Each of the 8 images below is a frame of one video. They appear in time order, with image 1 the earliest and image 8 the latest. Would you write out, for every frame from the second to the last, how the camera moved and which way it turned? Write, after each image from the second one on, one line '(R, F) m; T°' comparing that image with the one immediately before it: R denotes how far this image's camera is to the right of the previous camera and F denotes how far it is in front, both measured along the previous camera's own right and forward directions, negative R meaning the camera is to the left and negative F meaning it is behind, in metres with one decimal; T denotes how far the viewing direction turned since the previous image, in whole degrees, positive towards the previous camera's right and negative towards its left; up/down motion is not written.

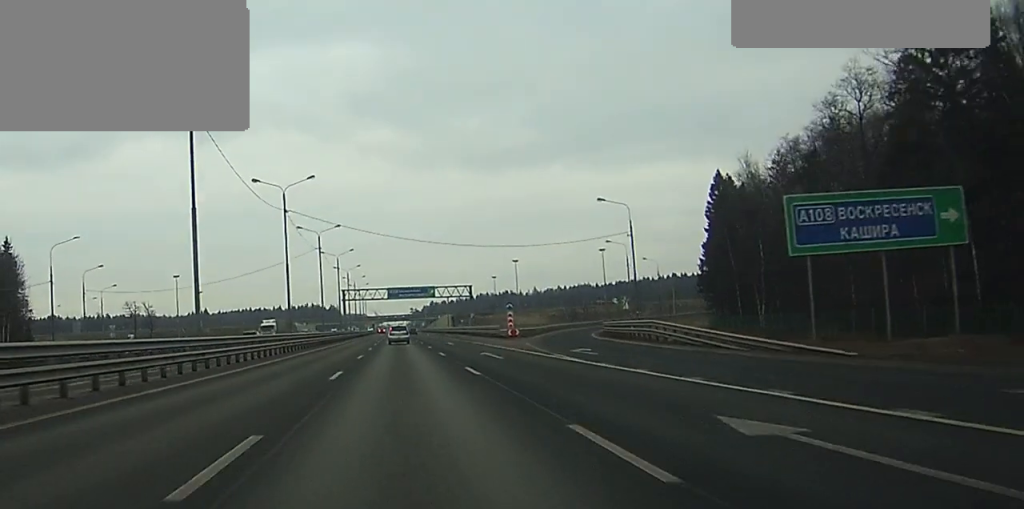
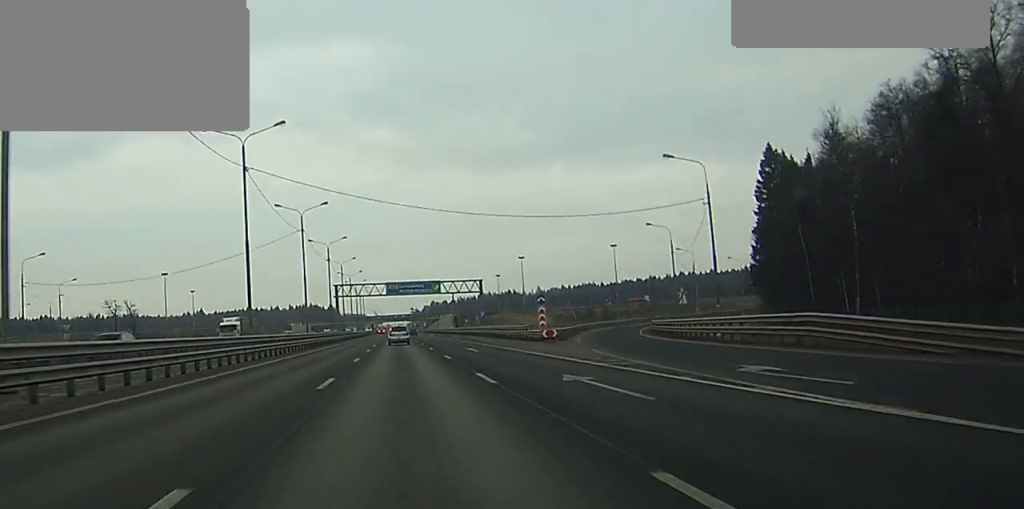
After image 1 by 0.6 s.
(0.0, +19.7) m; 0°
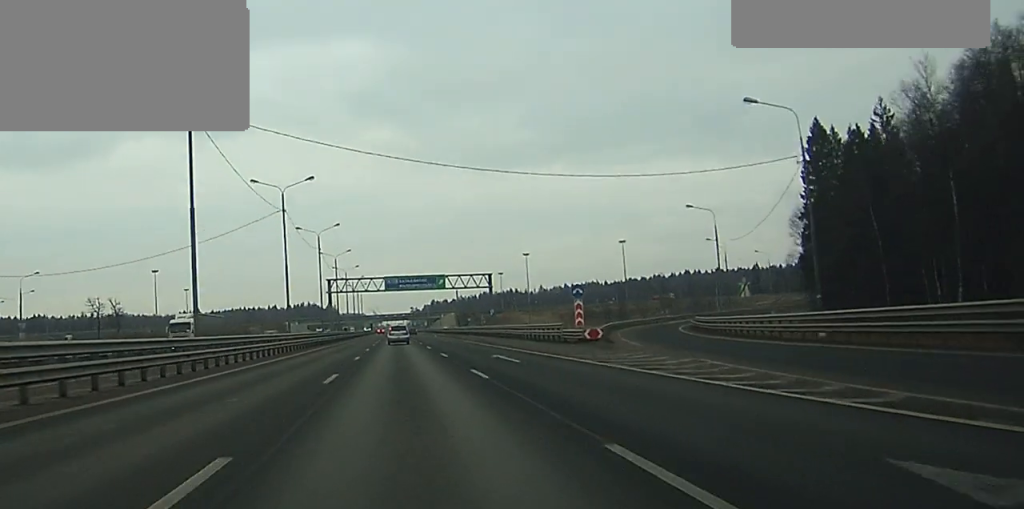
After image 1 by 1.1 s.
(0.0, +14.5) m; 0°
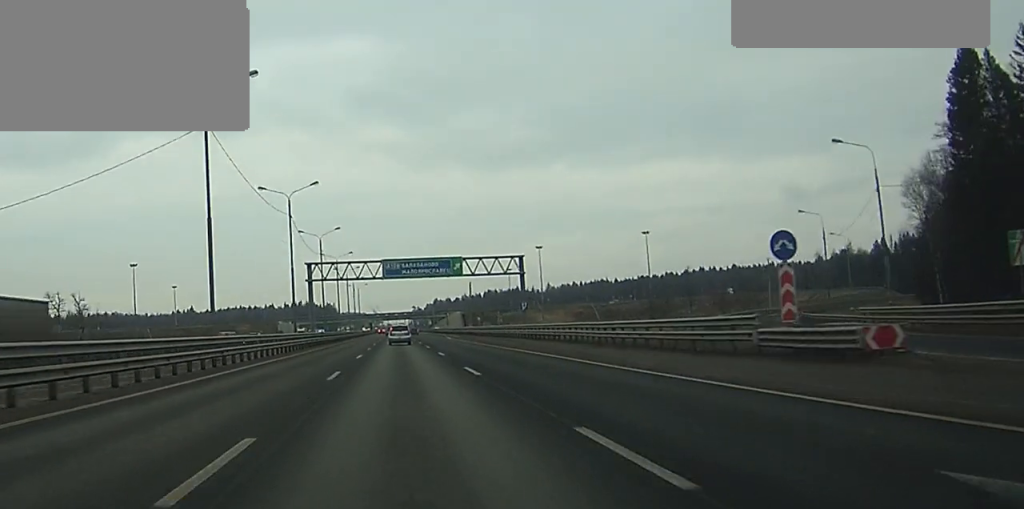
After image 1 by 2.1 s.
(-0.1, +30.8) m; 0°
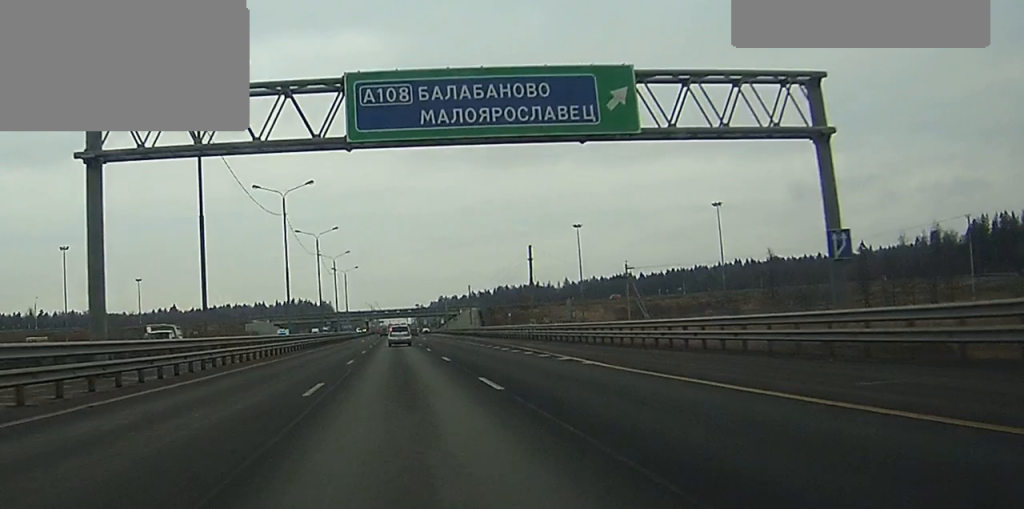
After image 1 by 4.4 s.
(-0.2, +69.4) m; 0°
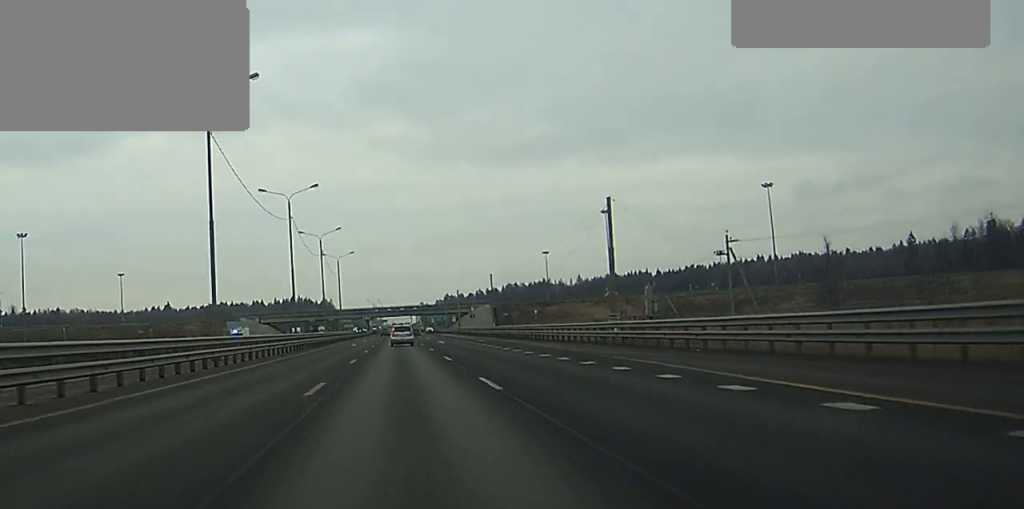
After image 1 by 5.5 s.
(0.0, +31.7) m; 0°
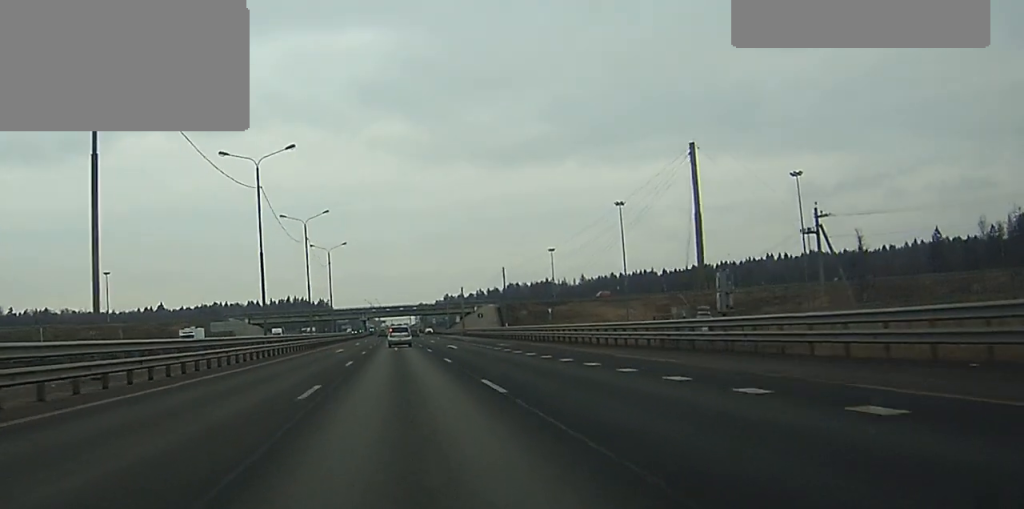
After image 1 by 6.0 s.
(0.0, +16.7) m; 0°
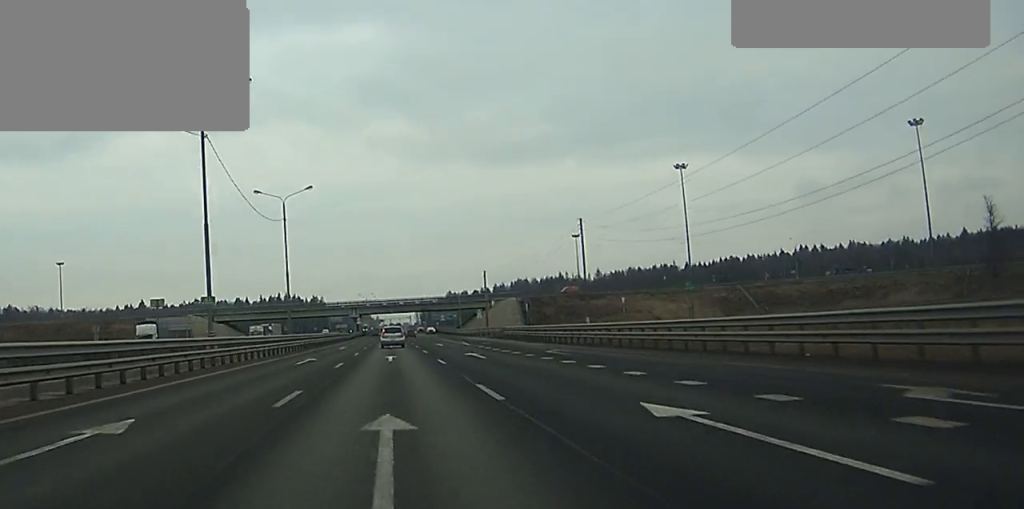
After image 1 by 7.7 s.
(-0.1, +49.2) m; 0°
